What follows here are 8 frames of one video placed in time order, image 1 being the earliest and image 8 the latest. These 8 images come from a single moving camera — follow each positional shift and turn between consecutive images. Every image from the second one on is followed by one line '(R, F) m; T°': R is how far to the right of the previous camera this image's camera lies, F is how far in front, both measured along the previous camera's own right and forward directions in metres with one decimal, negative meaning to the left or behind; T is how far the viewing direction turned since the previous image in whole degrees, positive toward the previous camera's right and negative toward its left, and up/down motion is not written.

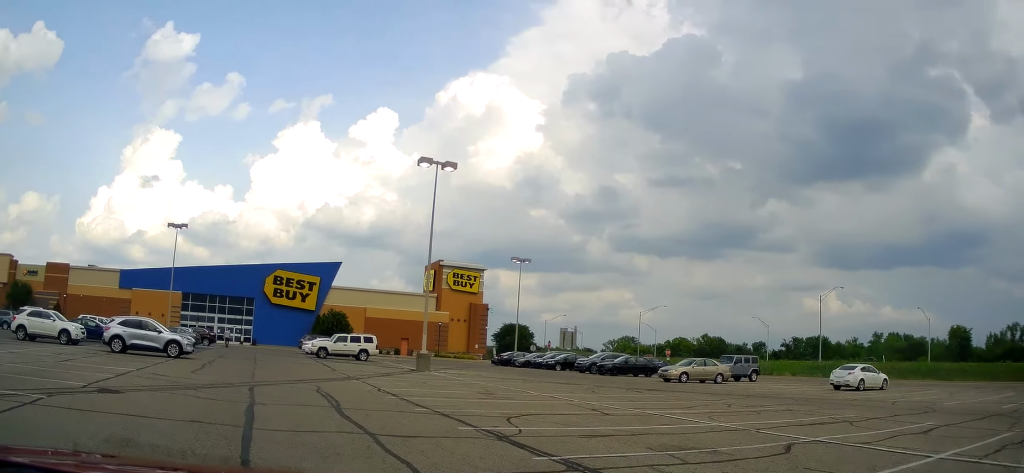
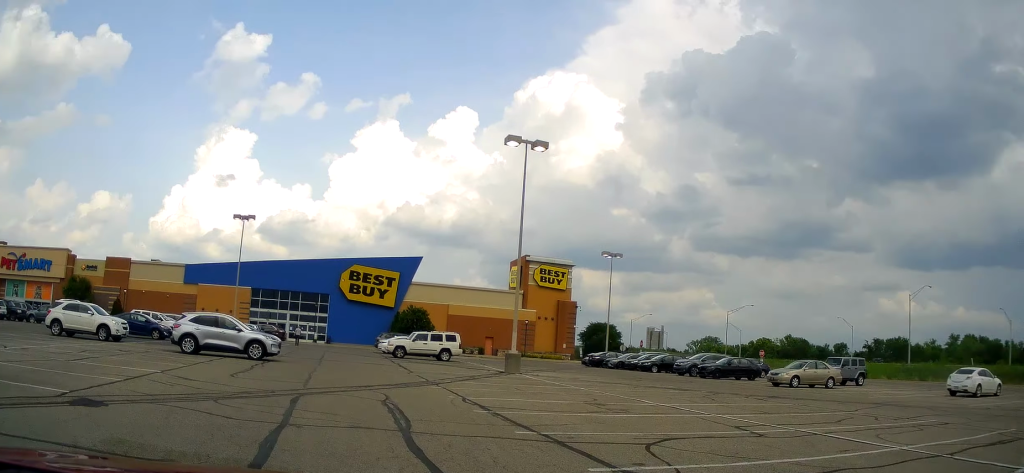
(-0.2, +4.1) m; -14°
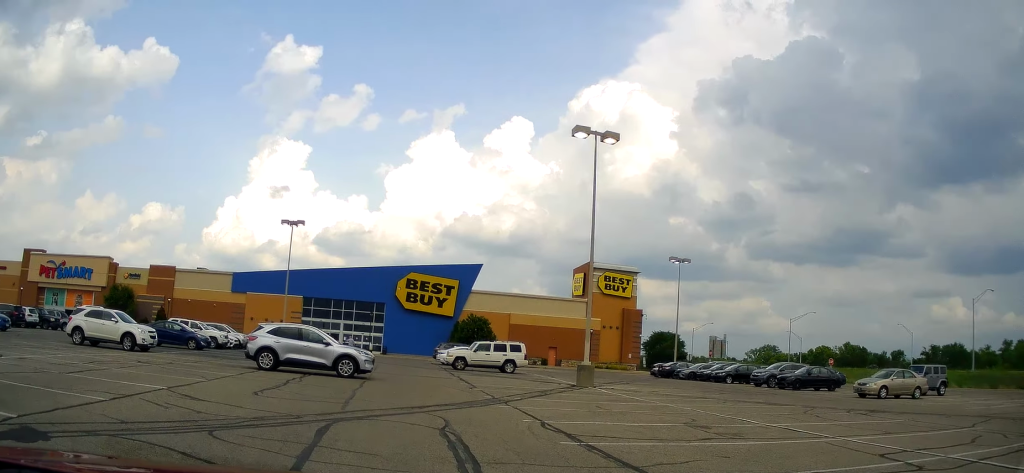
(-0.7, +3.6) m; -5°
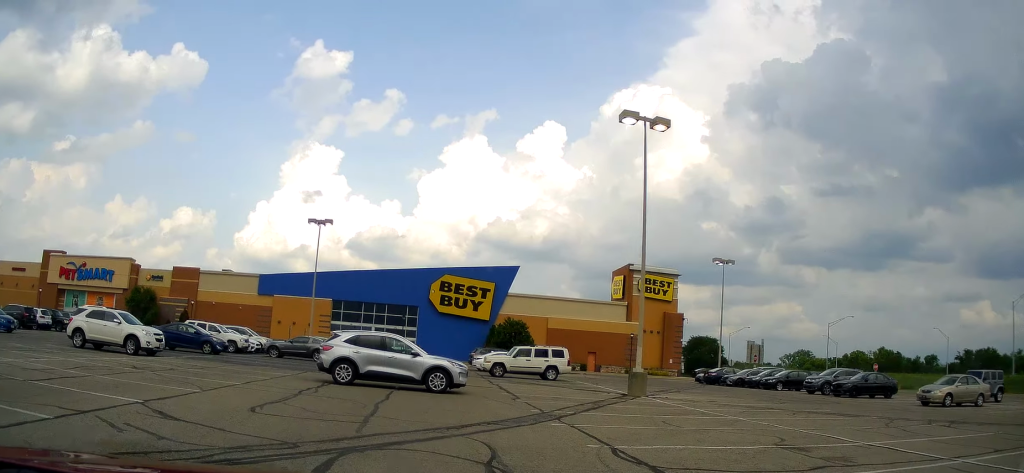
(0.0, +3.3) m; 0°
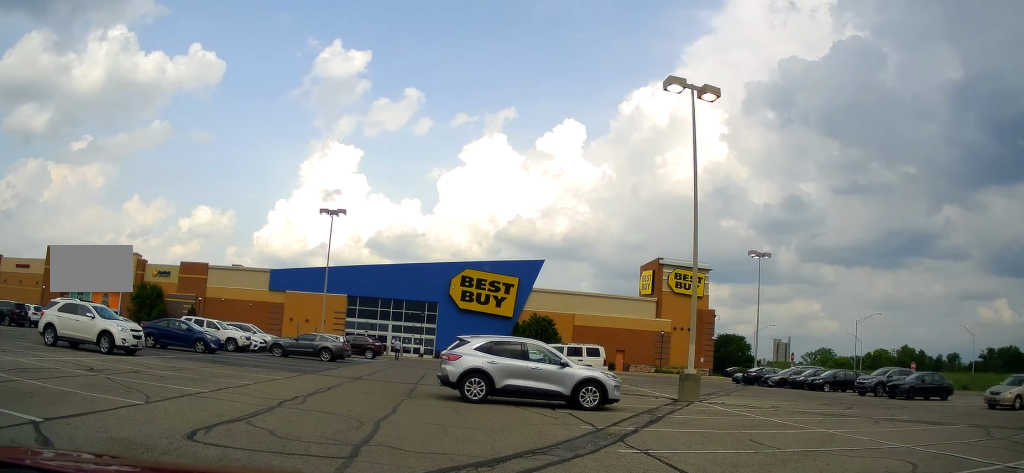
(+0.1, +4.4) m; -5°
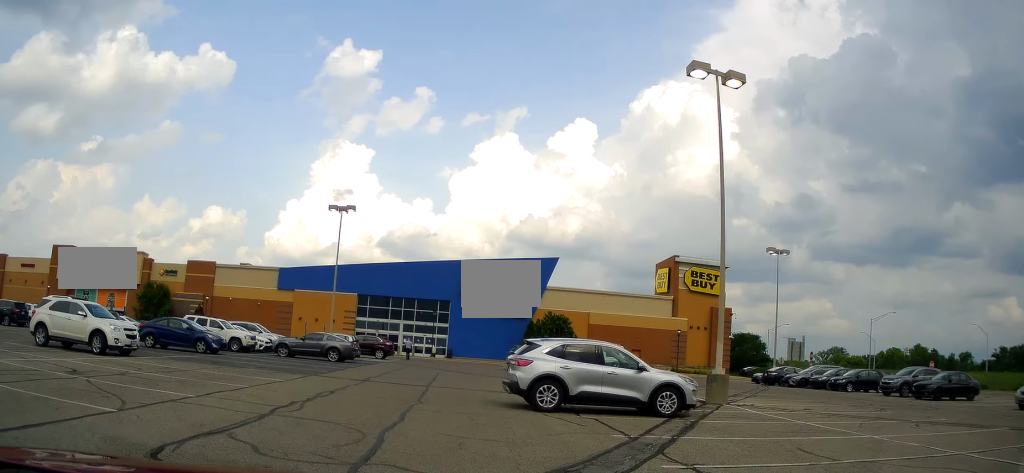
(0.0, +1.6) m; -4°
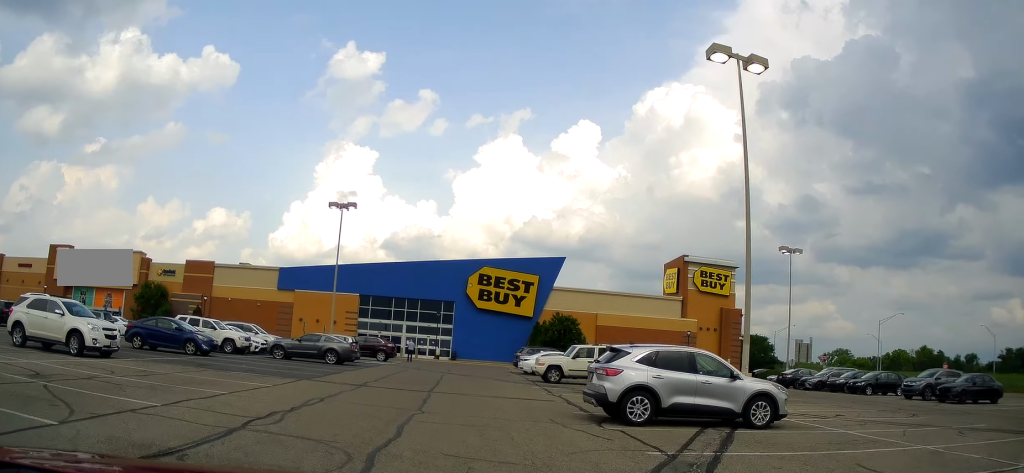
(-0.2, +1.7) m; -4°
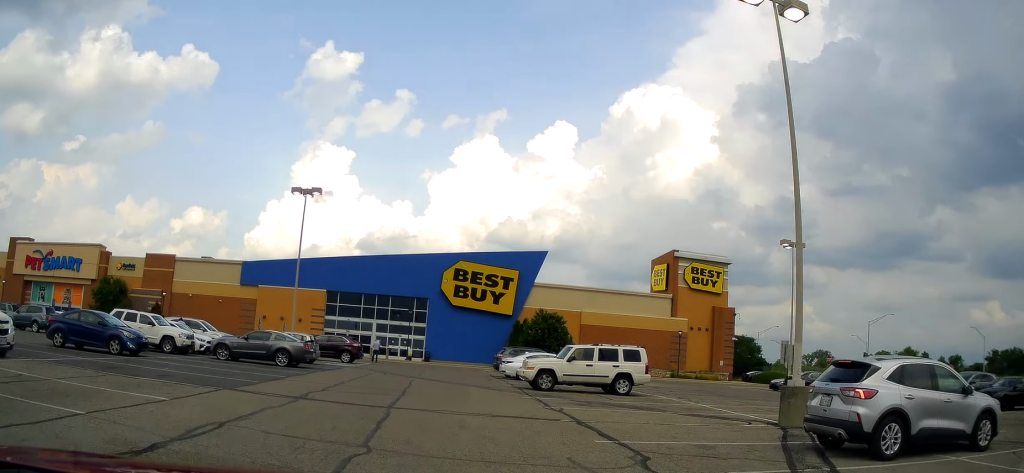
(-0.2, +4.6) m; -3°
